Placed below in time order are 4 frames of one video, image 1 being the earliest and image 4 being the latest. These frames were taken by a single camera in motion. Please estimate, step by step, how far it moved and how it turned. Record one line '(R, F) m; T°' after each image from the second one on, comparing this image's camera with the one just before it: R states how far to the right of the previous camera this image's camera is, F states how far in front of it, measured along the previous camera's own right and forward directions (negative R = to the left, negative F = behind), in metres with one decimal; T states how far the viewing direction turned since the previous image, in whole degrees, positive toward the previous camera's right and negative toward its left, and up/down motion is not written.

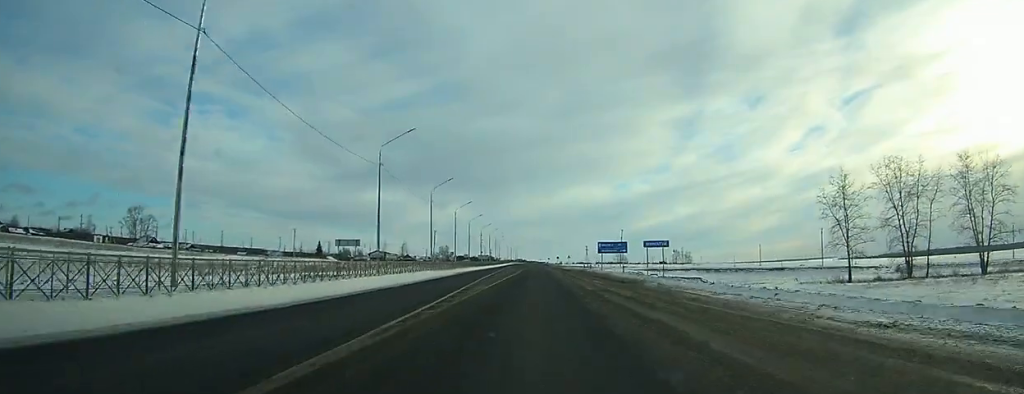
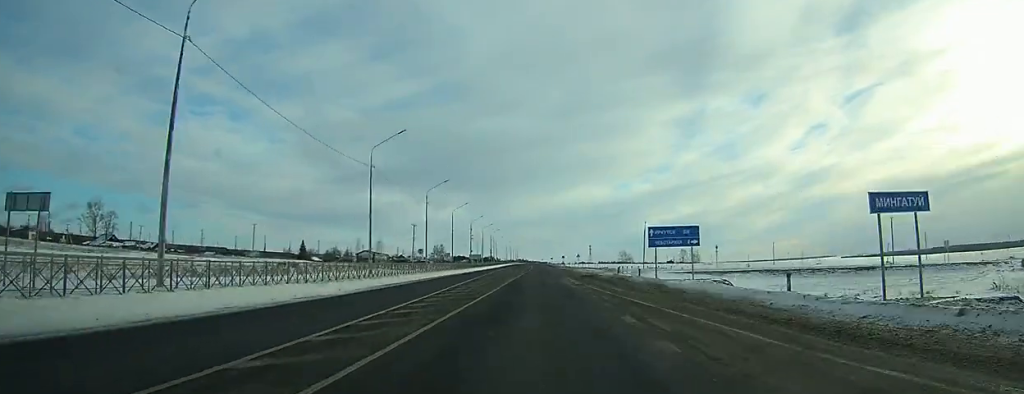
(0.0, +29.2) m; 0°
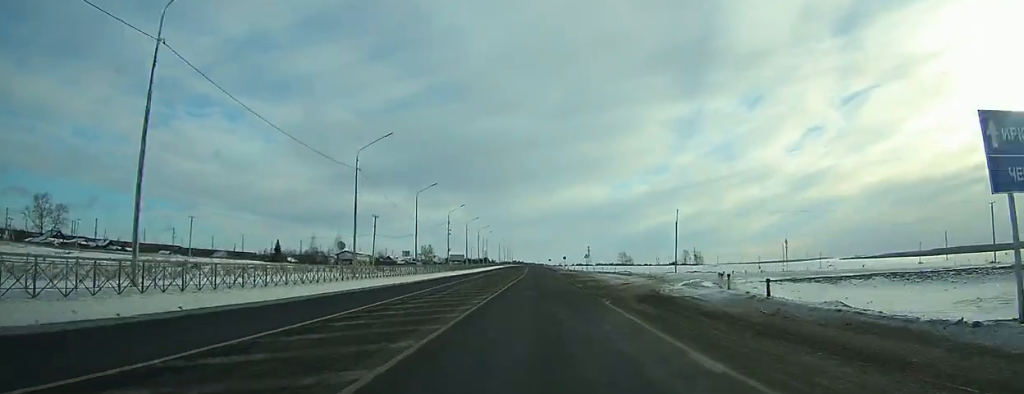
(+0.2, +29.5) m; 0°
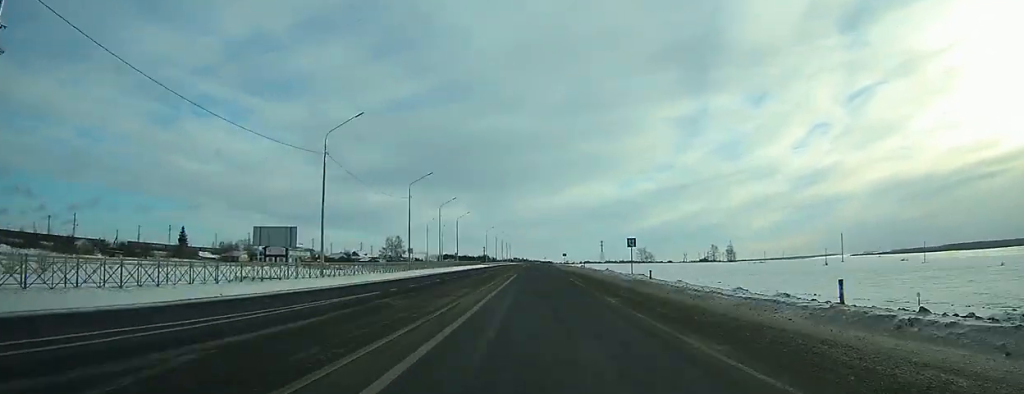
(-0.3, +95.1) m; -1°
